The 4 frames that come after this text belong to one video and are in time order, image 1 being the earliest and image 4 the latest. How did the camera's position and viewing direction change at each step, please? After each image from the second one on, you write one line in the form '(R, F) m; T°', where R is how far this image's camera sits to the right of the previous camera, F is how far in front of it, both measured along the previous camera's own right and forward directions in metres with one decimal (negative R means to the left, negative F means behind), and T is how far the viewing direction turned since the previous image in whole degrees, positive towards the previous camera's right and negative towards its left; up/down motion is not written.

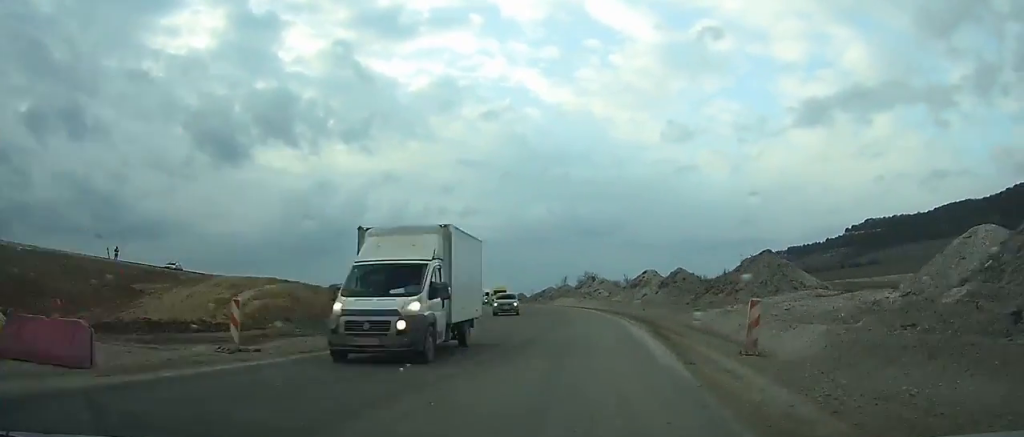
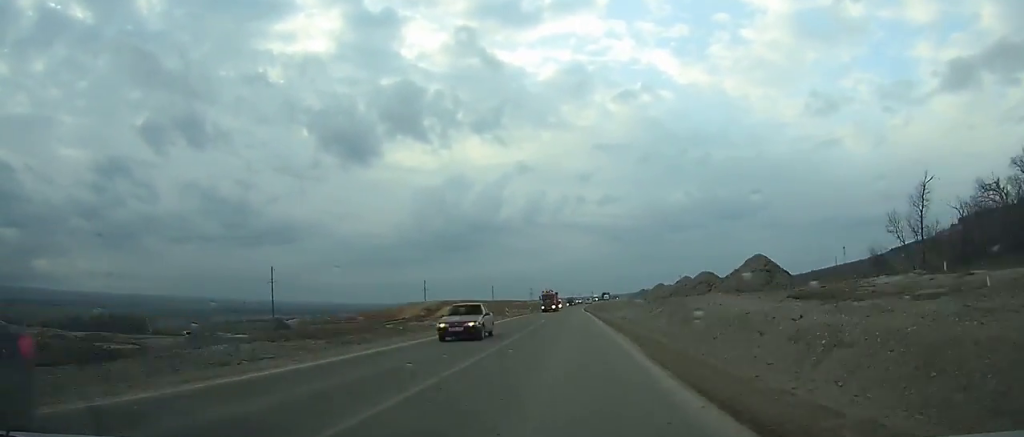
(-14.2, +164.6) m; -8°
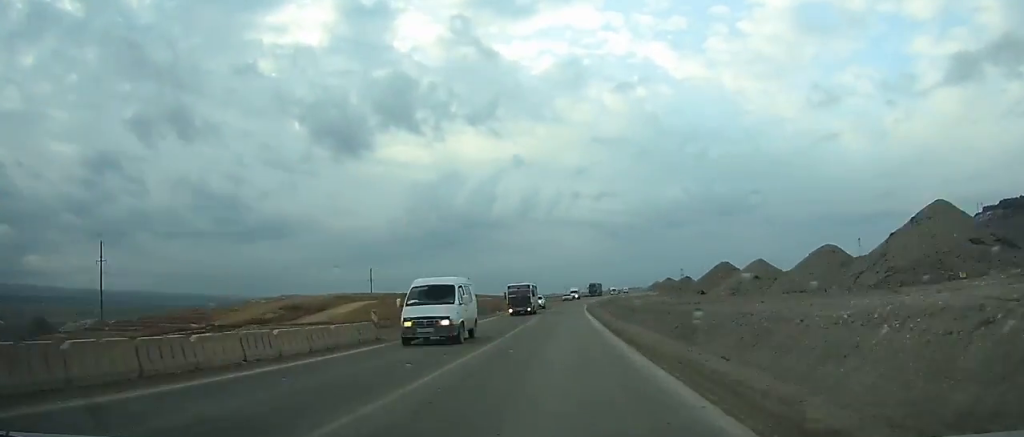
(+0.3, +75.8) m; +2°
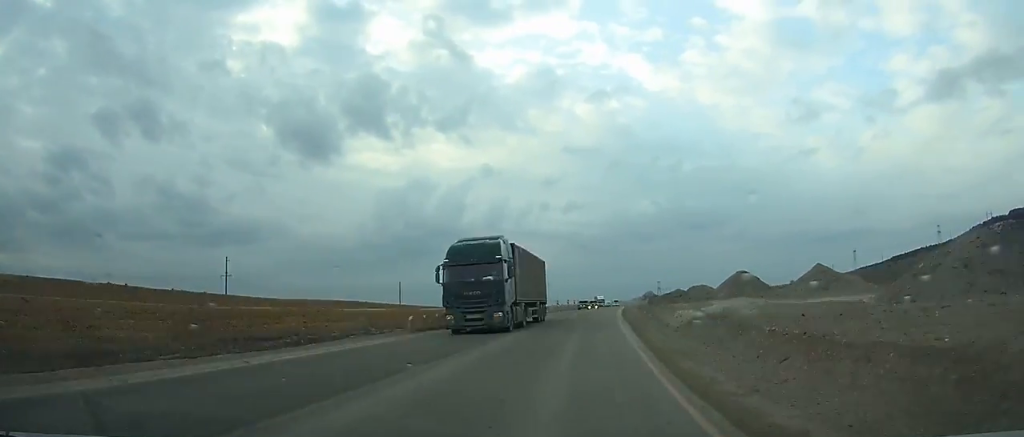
(+2.4, +88.4) m; +4°
